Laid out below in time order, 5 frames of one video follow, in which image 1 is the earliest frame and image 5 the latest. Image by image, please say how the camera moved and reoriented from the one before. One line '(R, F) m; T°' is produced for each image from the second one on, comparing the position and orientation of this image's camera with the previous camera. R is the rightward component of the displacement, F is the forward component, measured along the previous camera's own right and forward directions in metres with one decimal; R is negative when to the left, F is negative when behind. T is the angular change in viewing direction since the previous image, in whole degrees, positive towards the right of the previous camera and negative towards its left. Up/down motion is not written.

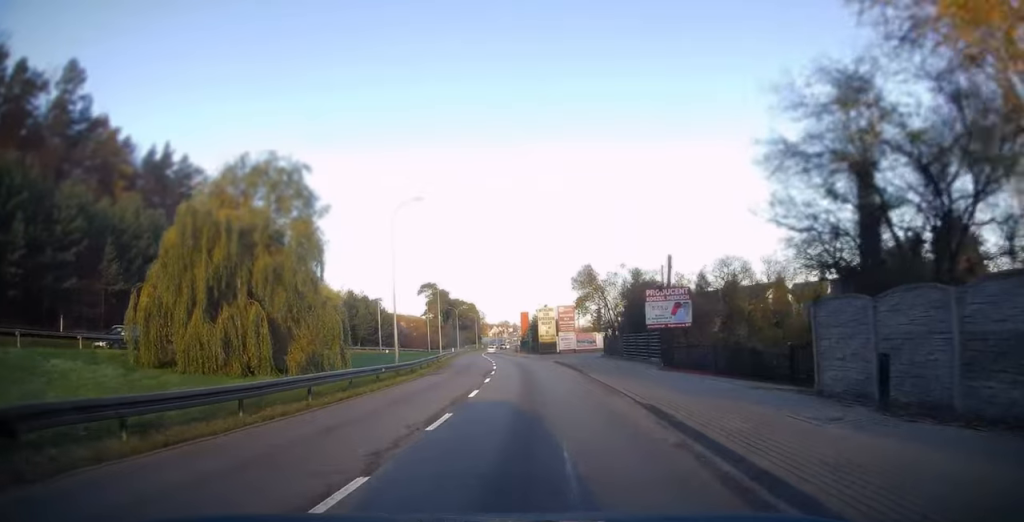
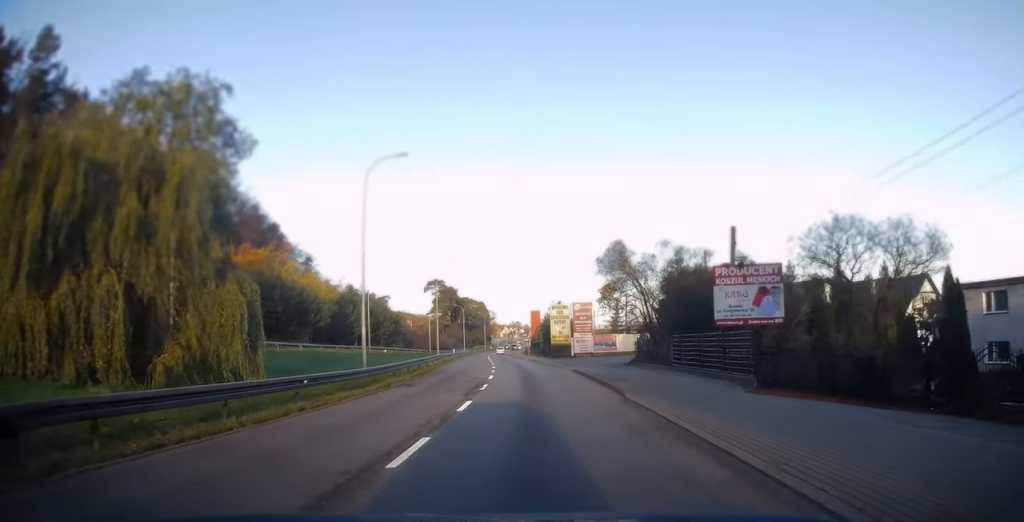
(-0.3, +8.9) m; -1°
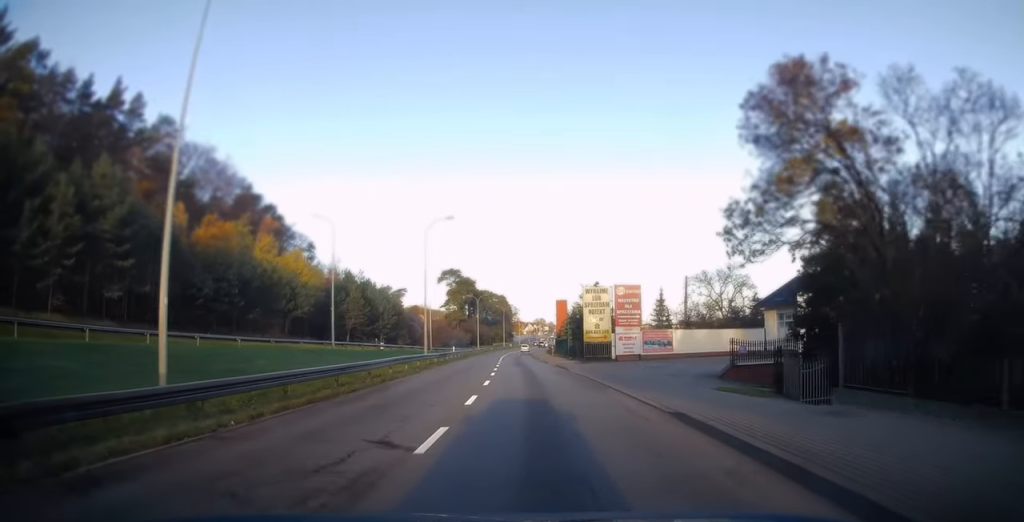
(+0.1, +17.4) m; -1°
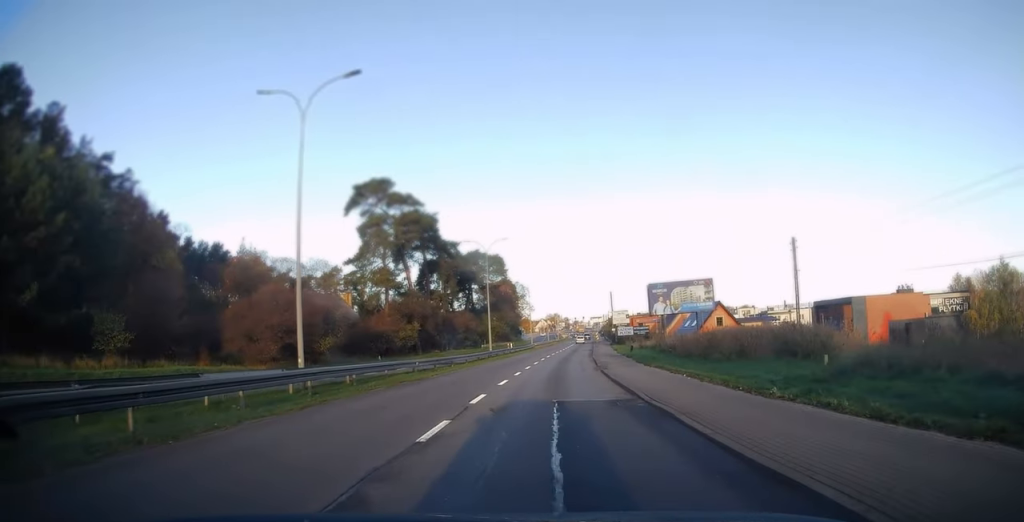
(-4.9, +89.7) m; -2°
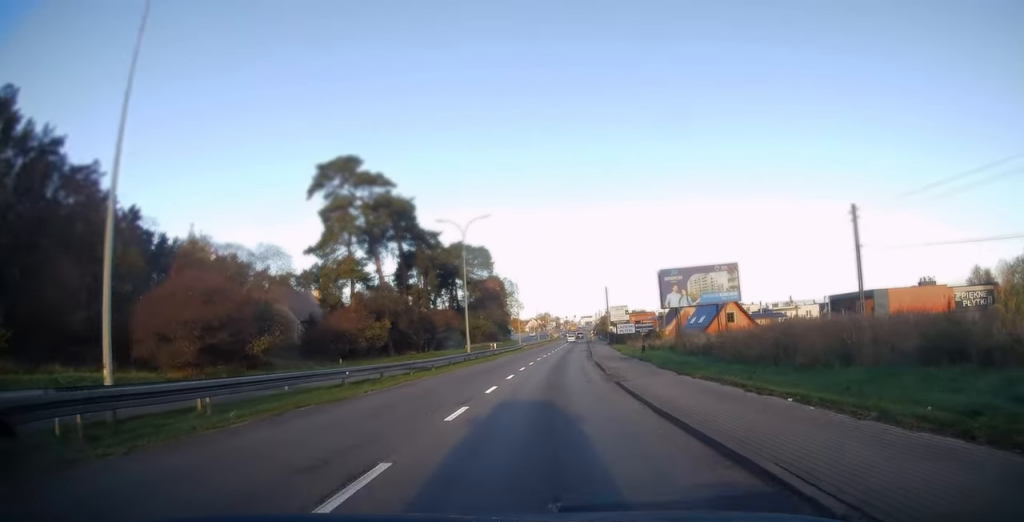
(0.0, +9.0) m; 0°
